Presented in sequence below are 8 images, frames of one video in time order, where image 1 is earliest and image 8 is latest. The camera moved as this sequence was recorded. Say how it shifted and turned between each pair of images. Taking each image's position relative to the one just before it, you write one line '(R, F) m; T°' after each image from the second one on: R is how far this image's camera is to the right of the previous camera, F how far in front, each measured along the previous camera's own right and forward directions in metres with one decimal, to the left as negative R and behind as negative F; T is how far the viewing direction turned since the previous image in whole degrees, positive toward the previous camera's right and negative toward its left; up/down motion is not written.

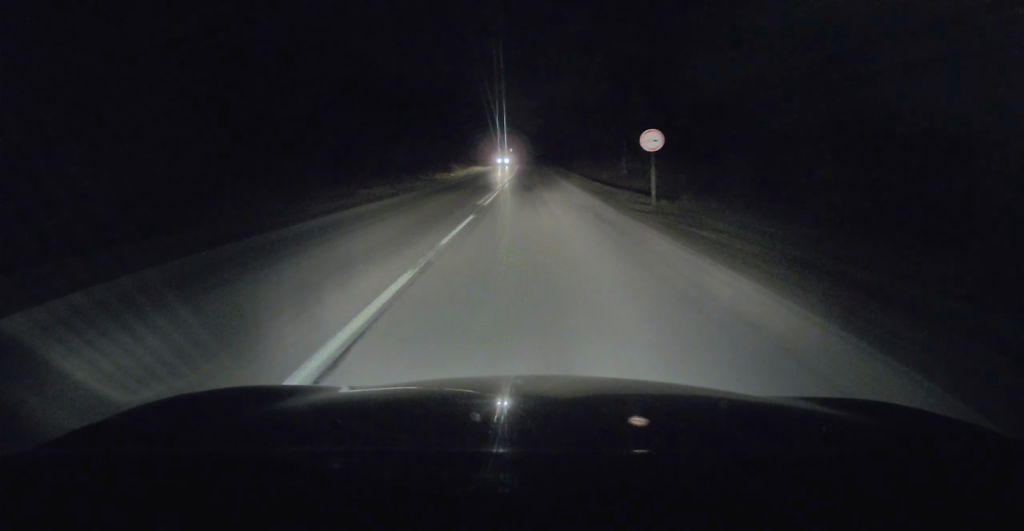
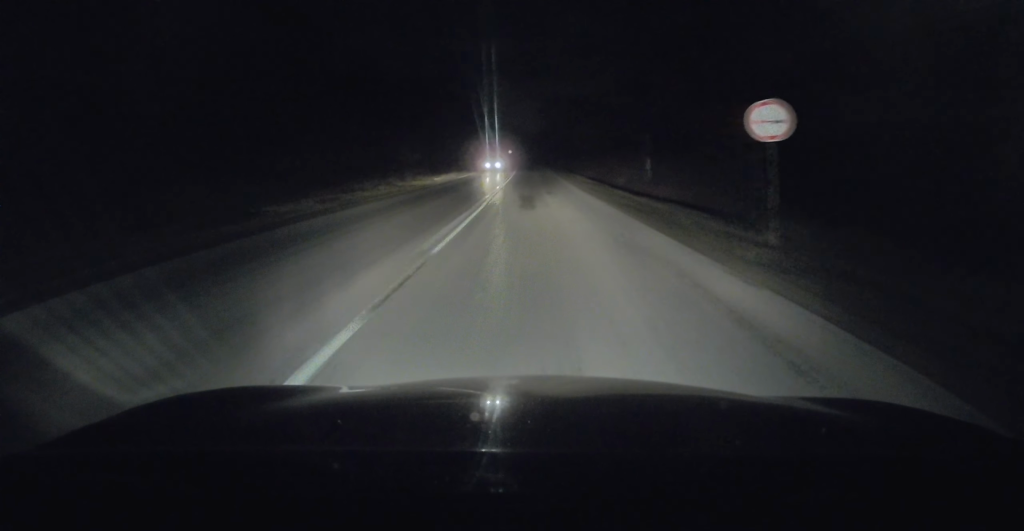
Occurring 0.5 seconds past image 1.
(0.0, +10.5) m; 0°
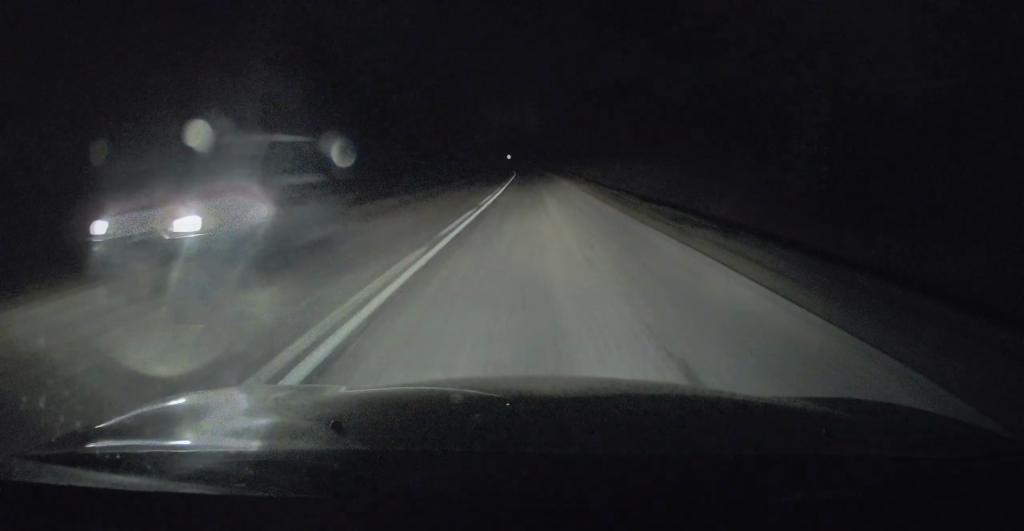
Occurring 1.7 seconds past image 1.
(+0.1, +24.9) m; -1°
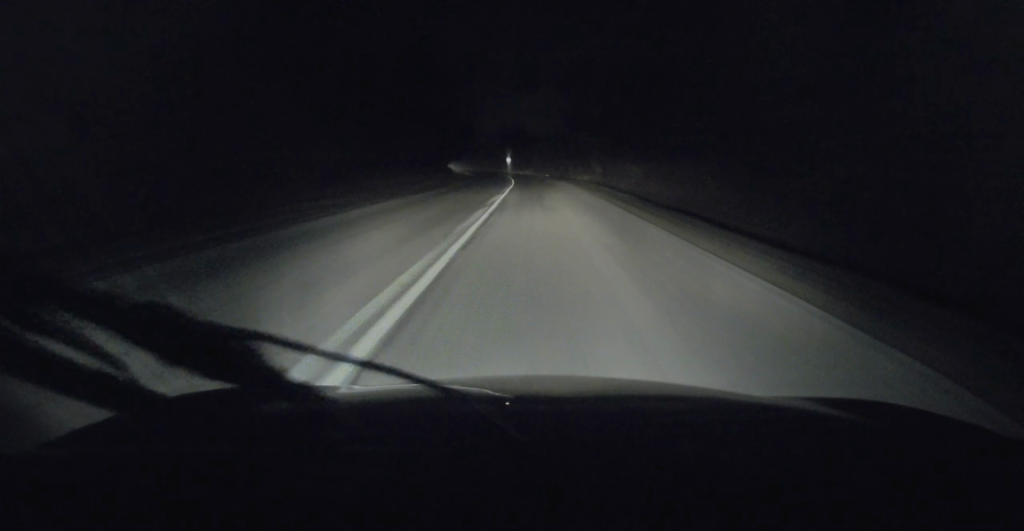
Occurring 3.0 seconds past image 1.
(-0.3, +25.9) m; 0°
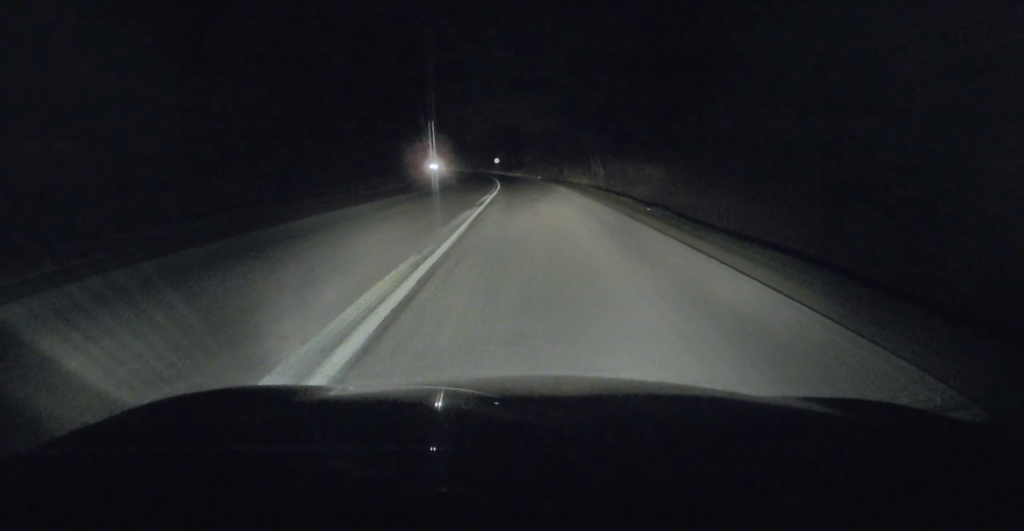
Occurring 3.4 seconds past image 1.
(+0.1, +9.5) m; 0°
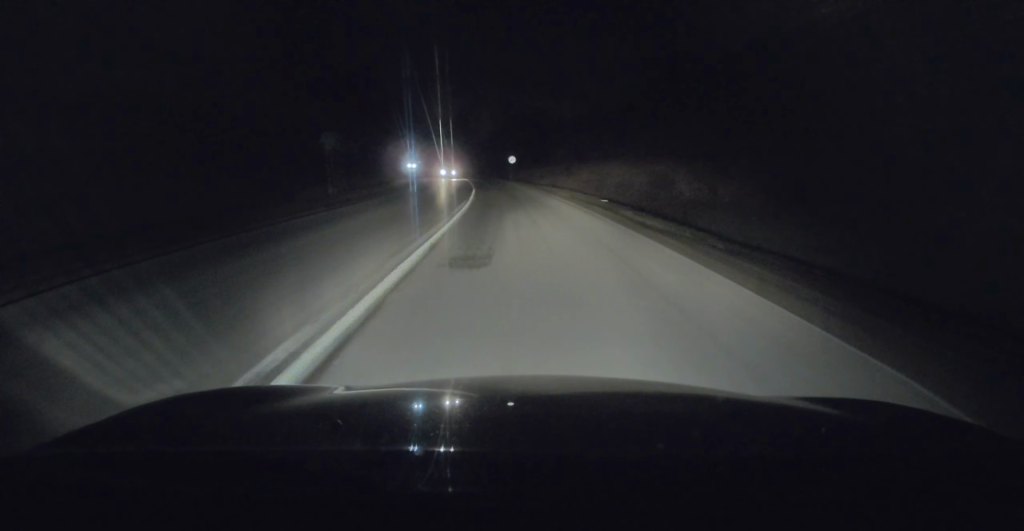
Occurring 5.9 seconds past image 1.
(-1.0, +48.6) m; -3°
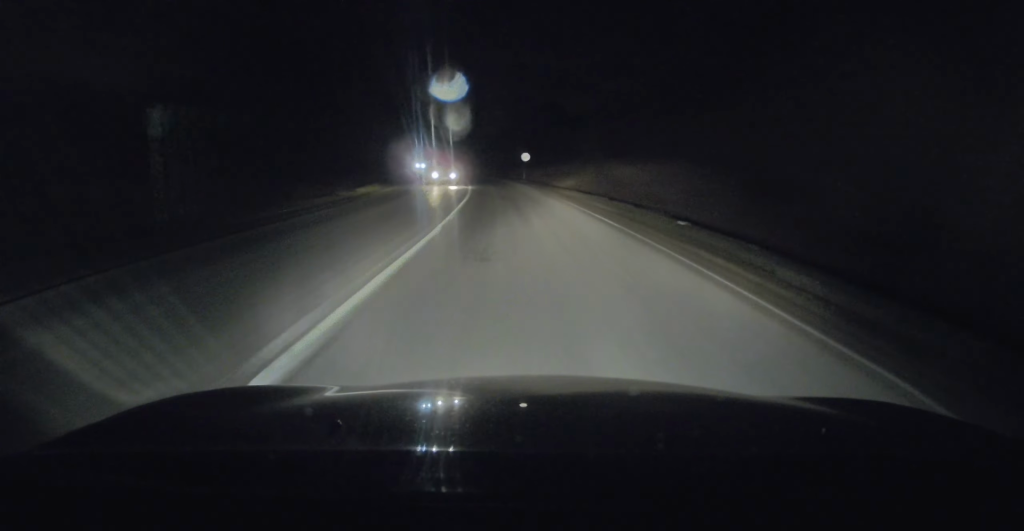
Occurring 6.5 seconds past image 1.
(0.0, +12.6) m; -1°
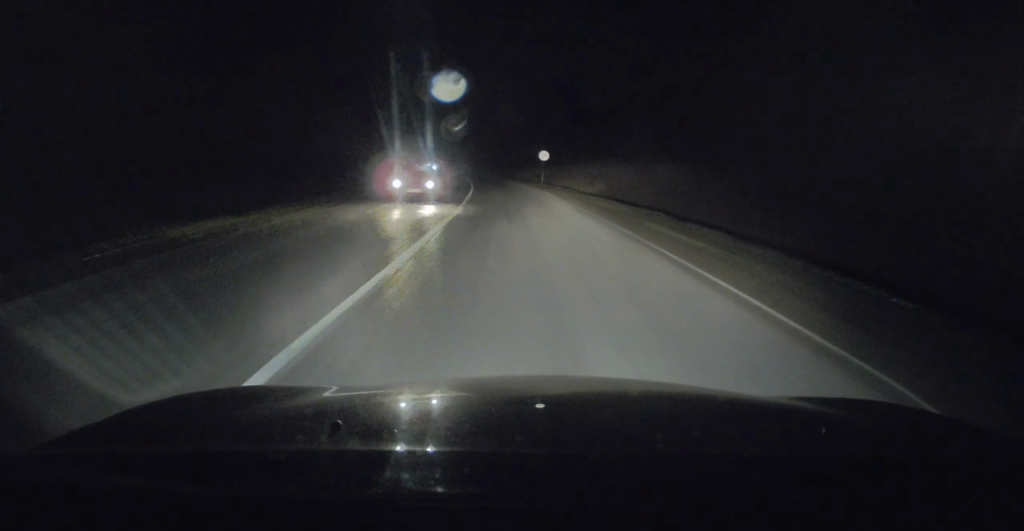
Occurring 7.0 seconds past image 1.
(-0.2, +9.9) m; -2°
